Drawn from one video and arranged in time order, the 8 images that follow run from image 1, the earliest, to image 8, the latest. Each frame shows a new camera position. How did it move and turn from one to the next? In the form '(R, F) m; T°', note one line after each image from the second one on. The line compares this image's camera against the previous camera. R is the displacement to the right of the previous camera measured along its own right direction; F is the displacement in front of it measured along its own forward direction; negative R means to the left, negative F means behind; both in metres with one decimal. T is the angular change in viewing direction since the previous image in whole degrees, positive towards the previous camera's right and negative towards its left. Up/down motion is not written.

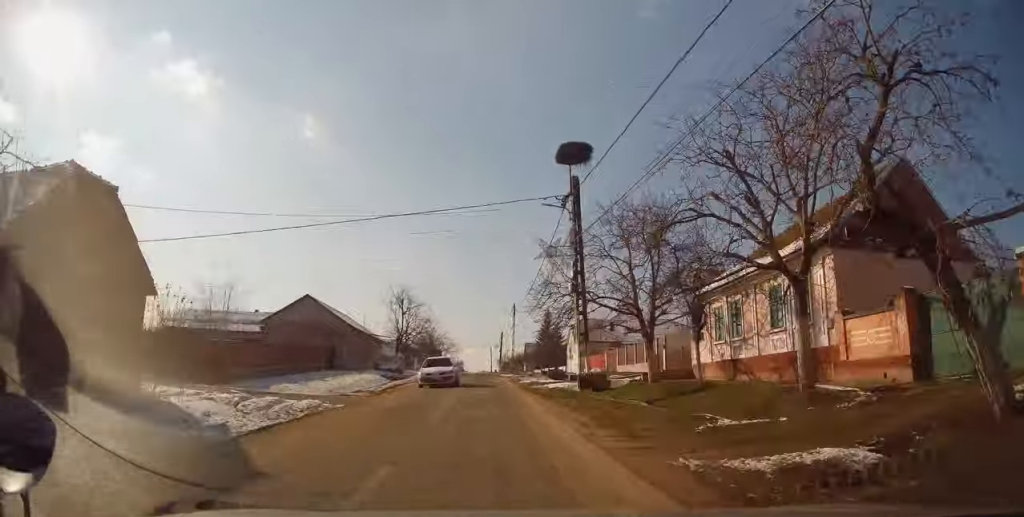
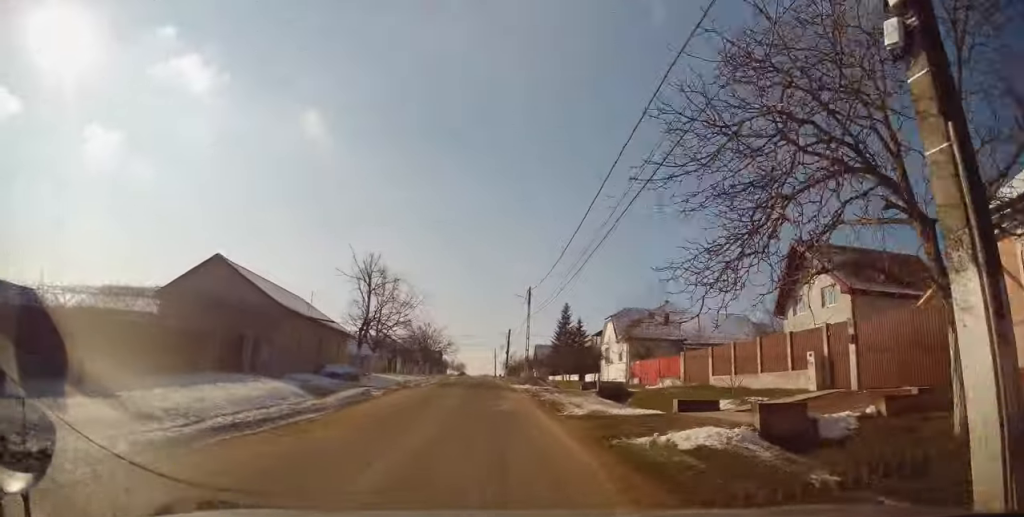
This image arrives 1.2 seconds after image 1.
(-0.3, +16.9) m; -1°
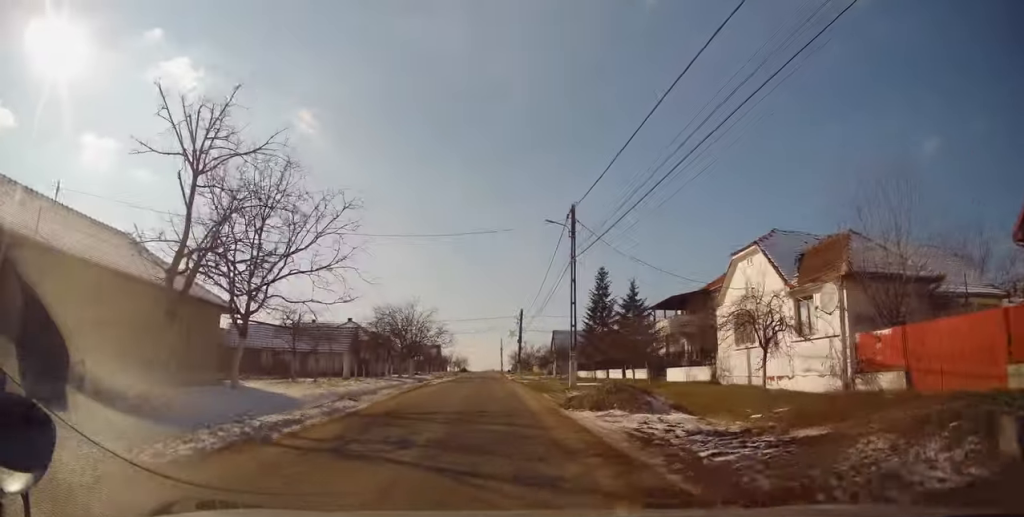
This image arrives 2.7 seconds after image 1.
(+0.5, +22.6) m; +3°
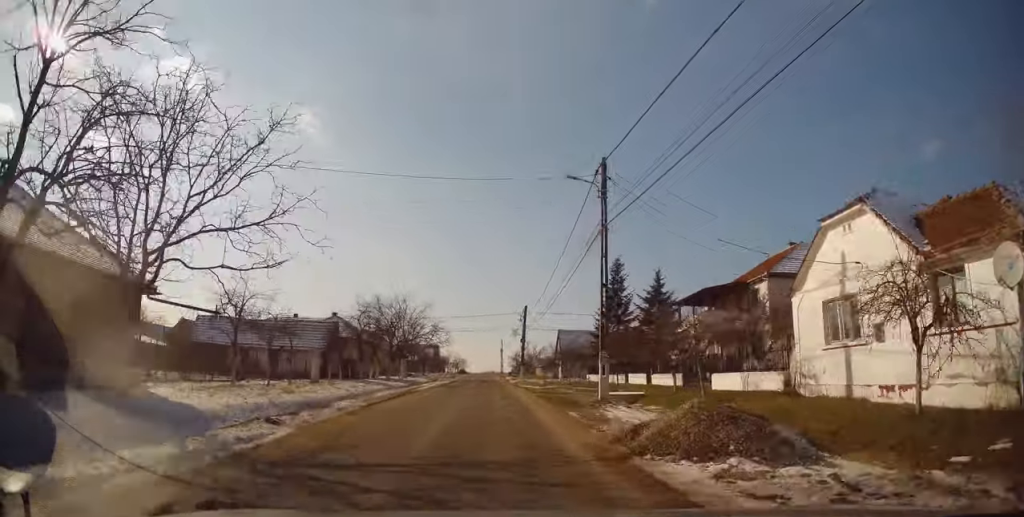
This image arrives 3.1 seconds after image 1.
(+0.1, +6.1) m; -1°
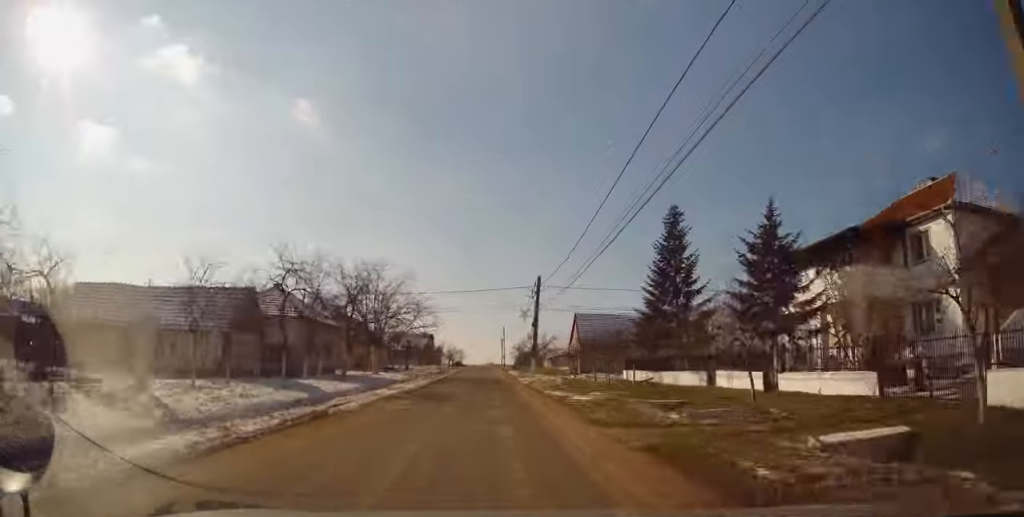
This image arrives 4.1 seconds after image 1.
(-0.2, +14.9) m; -2°
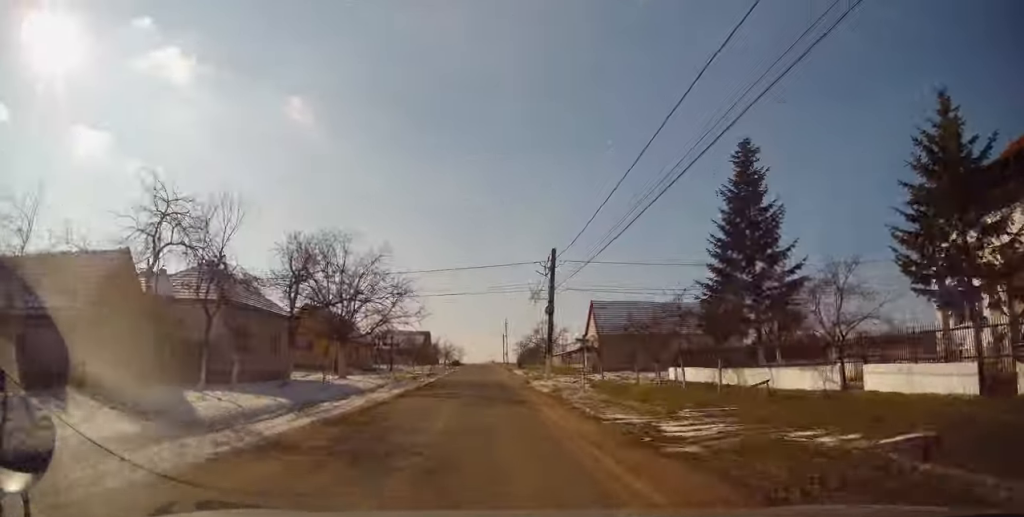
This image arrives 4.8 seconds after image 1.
(-0.2, +10.4) m; -1°
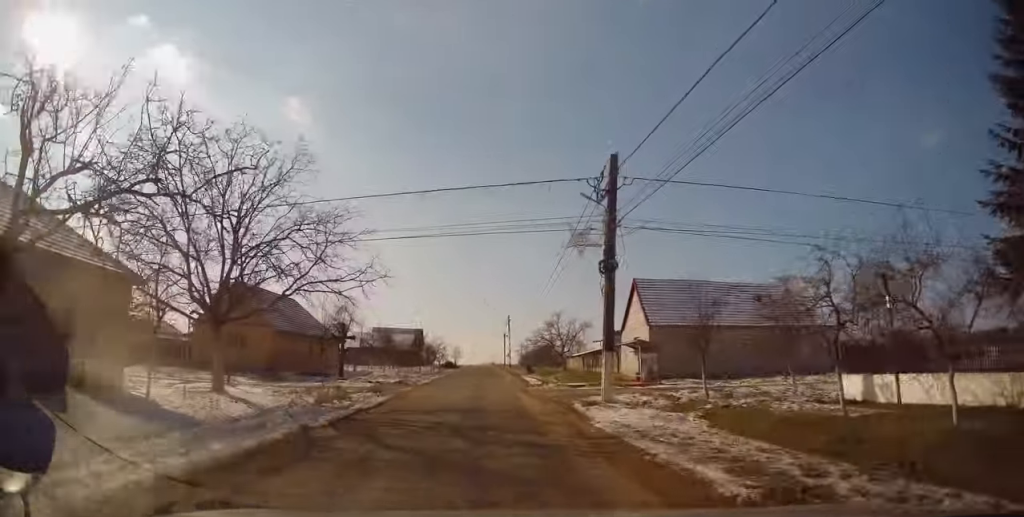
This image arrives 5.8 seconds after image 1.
(+0.1, +16.3) m; +2°
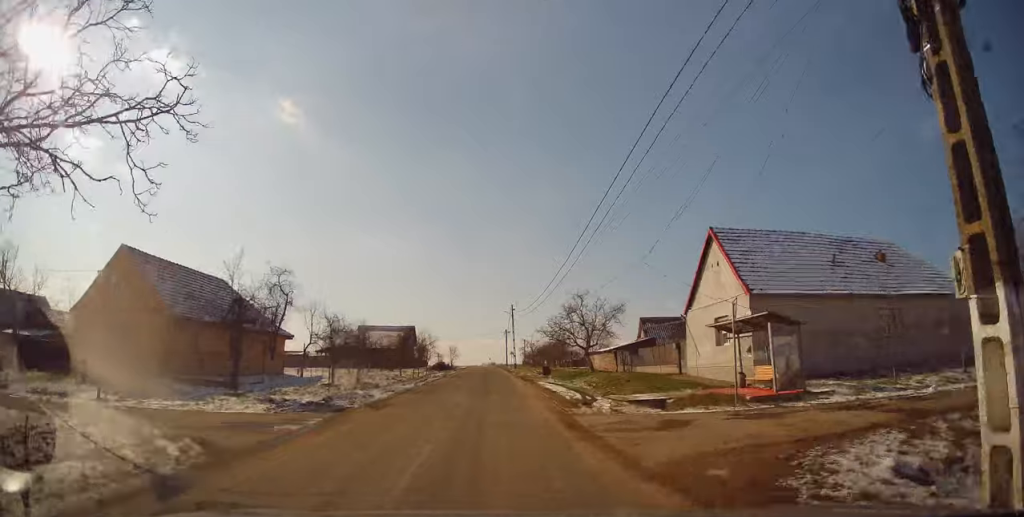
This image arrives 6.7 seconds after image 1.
(+0.5, +13.9) m; 0°
